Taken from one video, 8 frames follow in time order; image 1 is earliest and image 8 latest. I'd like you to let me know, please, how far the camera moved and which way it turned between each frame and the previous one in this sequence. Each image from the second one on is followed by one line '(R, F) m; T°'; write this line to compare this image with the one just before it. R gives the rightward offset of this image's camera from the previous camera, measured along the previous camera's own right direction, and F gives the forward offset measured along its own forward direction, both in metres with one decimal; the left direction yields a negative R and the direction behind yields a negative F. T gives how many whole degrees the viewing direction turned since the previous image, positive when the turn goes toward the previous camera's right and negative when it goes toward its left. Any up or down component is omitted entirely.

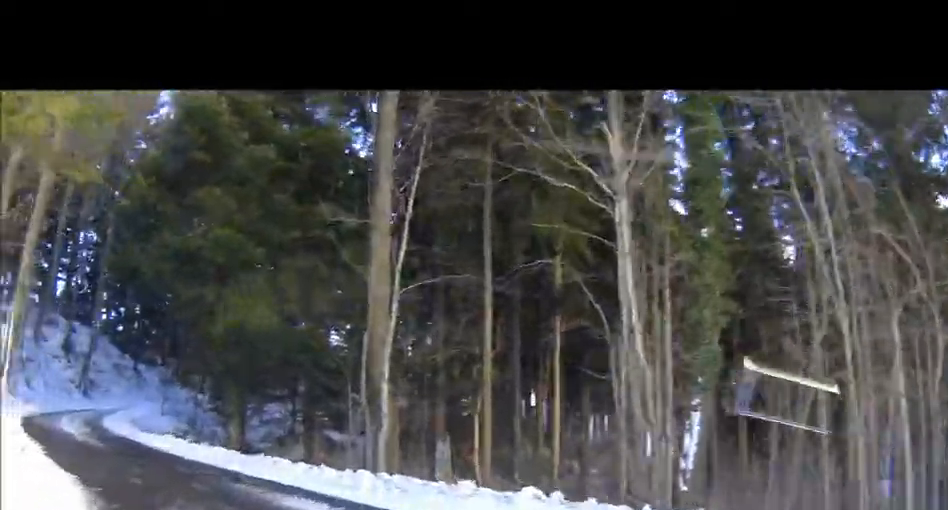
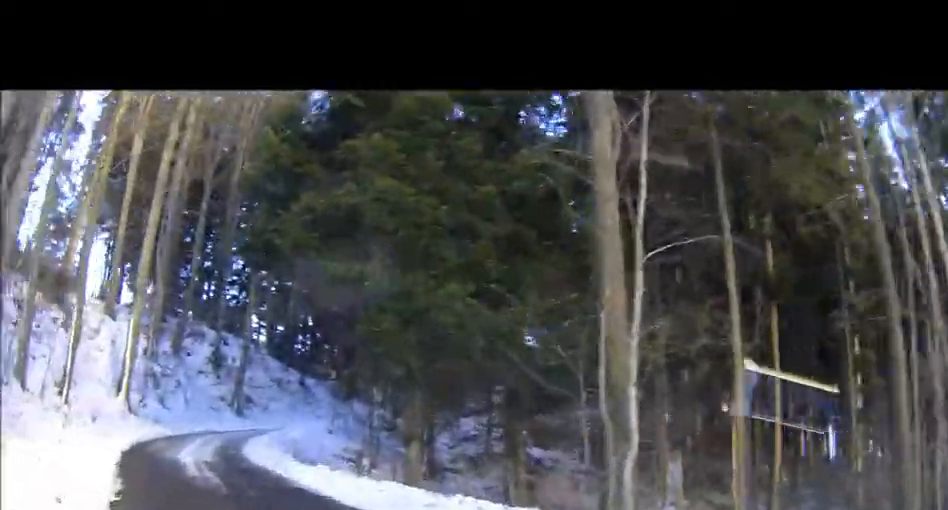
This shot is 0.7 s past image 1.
(-0.9, +3.8) m; -17°
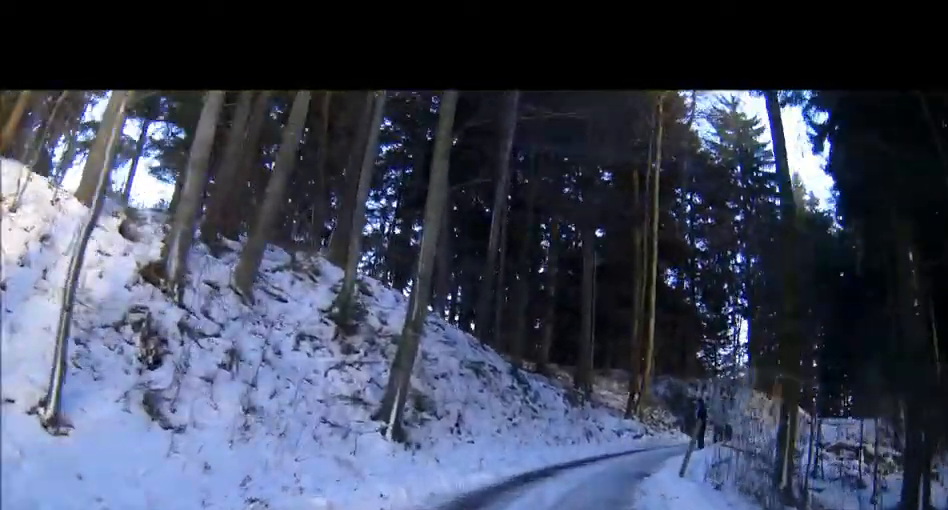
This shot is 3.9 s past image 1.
(-4.7, +15.9) m; -8°
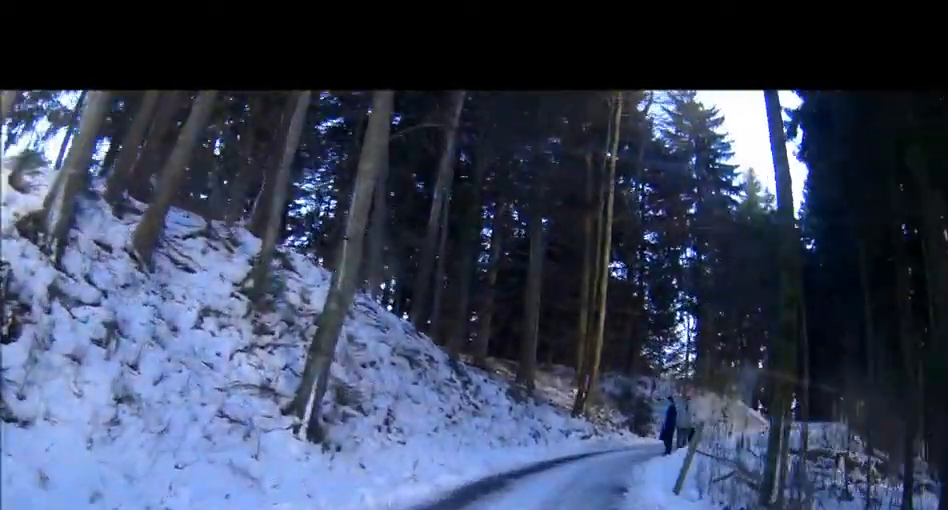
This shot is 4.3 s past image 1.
(+0.1, +1.5) m; +5°
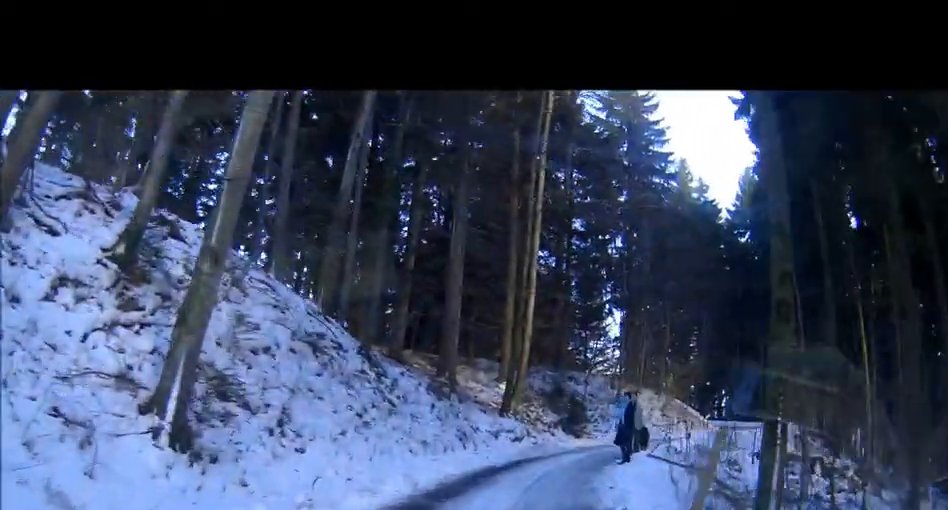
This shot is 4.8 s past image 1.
(0.0, +1.5) m; +7°
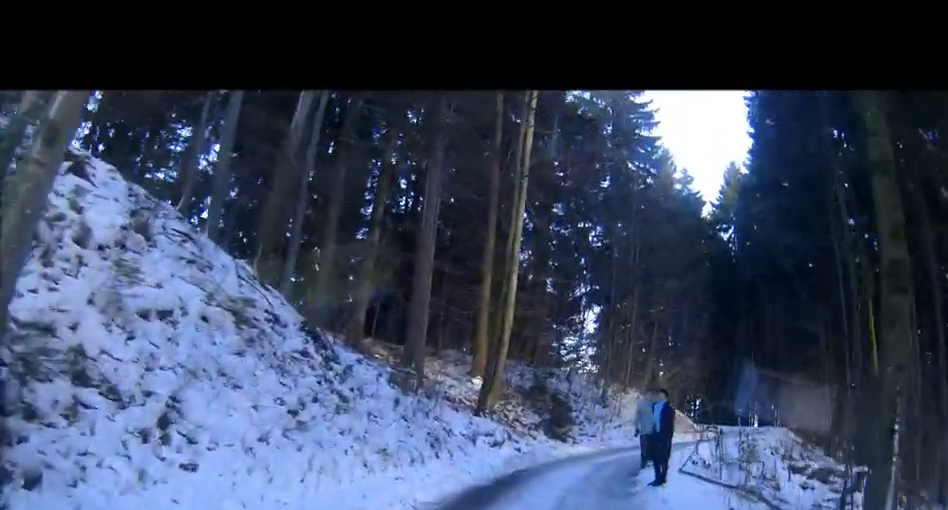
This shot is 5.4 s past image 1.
(+0.2, +2.1) m; +7°
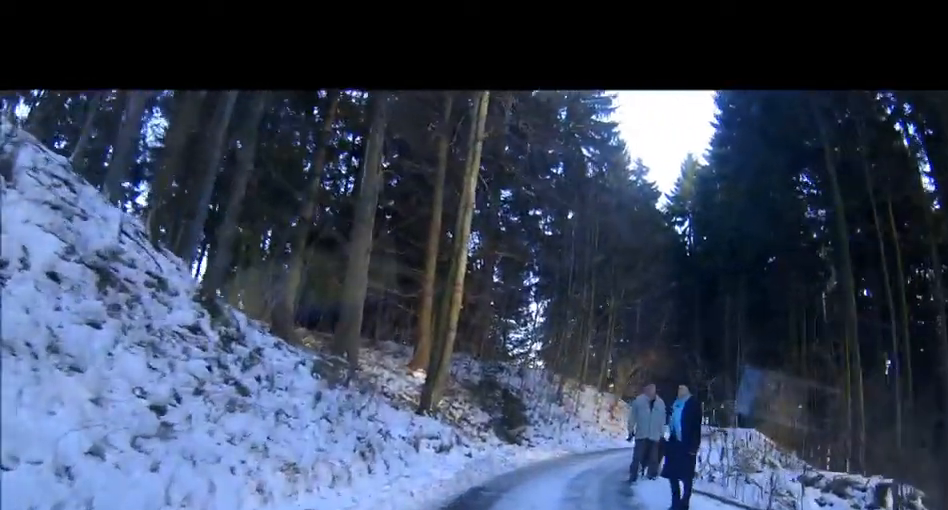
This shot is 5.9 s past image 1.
(+0.2, +1.8) m; +4°
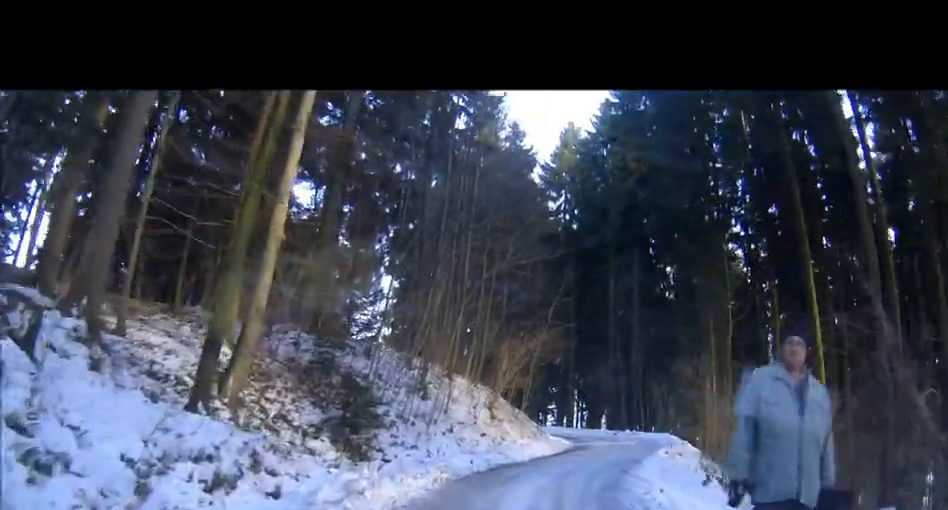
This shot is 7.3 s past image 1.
(+0.1, +5.0) m; +1°
